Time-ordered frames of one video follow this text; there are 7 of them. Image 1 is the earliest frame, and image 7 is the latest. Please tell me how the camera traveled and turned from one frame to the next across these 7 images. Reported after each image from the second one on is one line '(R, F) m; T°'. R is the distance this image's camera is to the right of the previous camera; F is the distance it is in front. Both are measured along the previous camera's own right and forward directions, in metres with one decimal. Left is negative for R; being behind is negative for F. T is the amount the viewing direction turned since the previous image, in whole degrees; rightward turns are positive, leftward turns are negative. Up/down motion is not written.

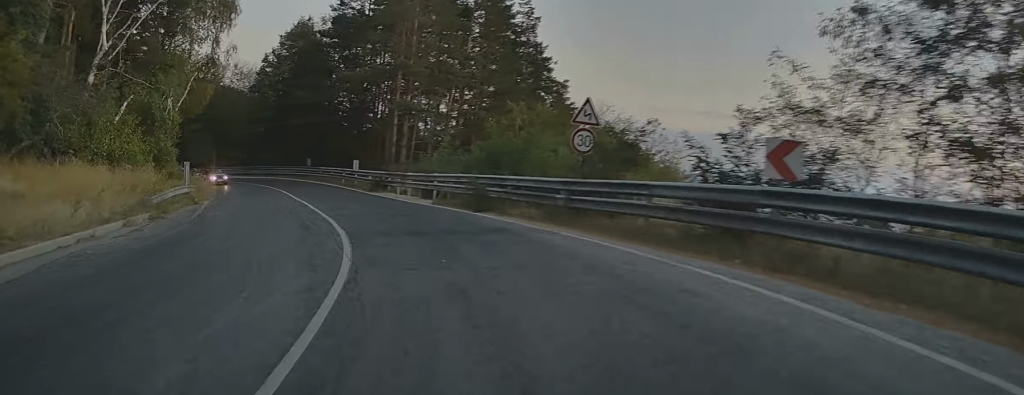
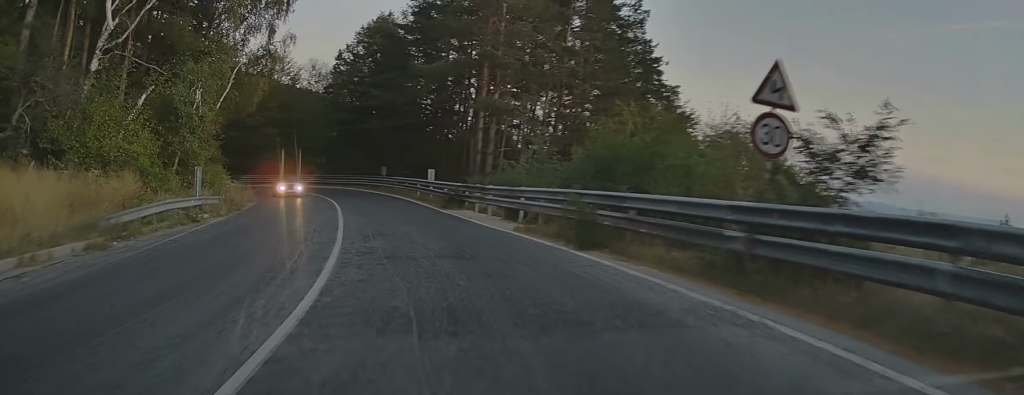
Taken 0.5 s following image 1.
(-0.6, +7.7) m; -9°
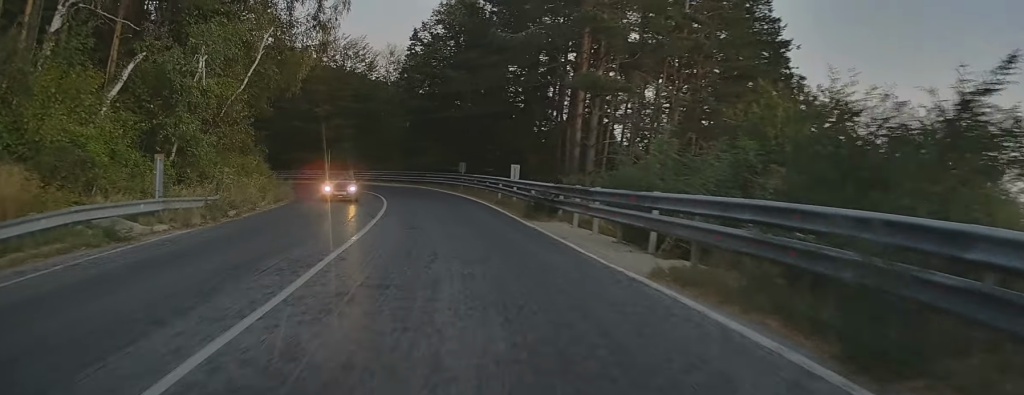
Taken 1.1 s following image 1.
(-0.9, +8.6) m; -6°
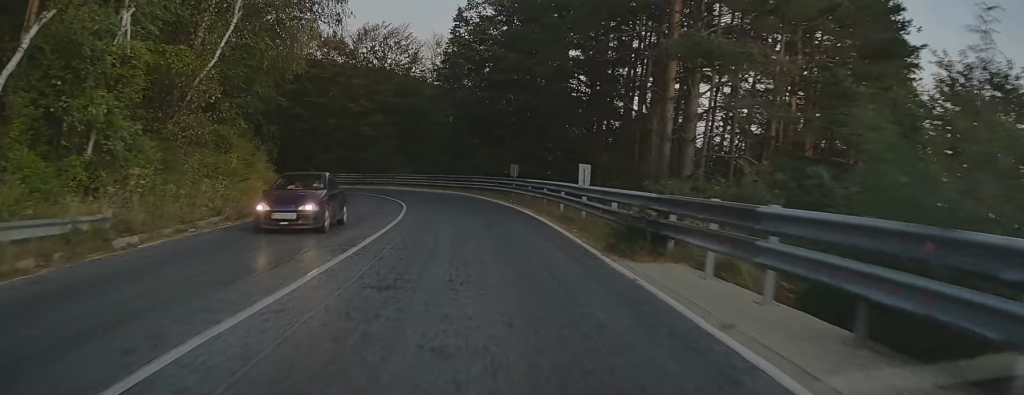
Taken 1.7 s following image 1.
(-0.4, +8.6) m; -5°
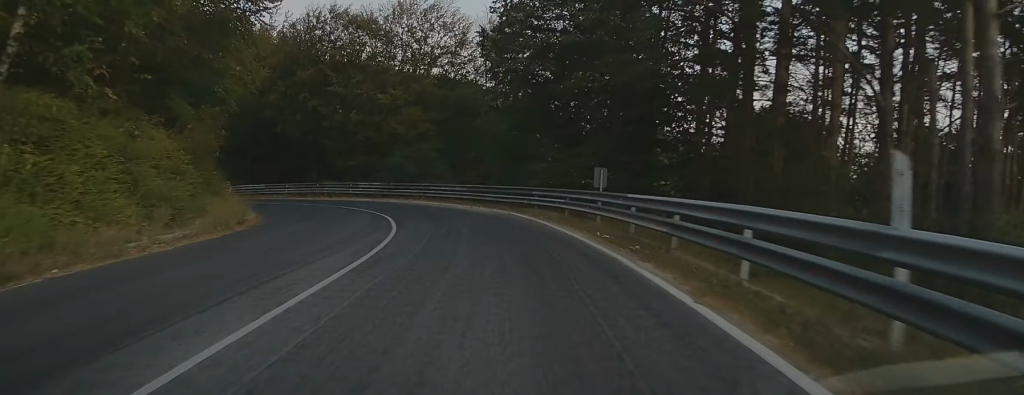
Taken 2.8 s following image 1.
(-0.6, +14.6) m; -4°
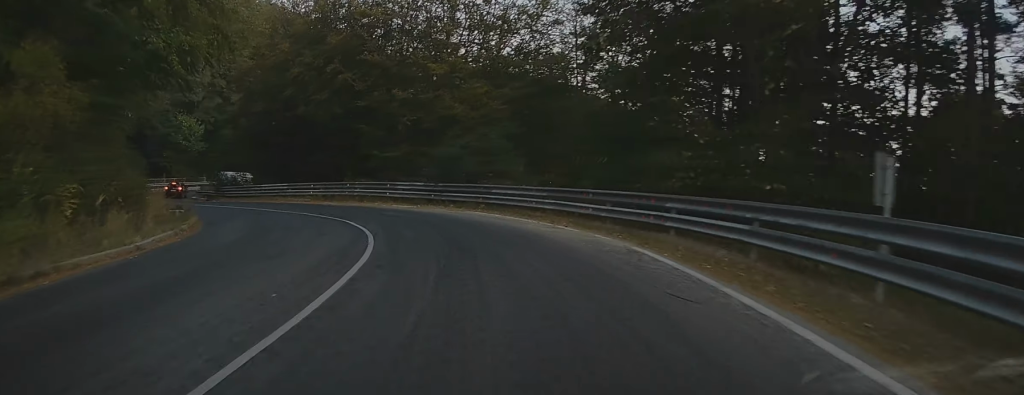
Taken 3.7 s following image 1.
(-0.3, +13.6) m; -6°
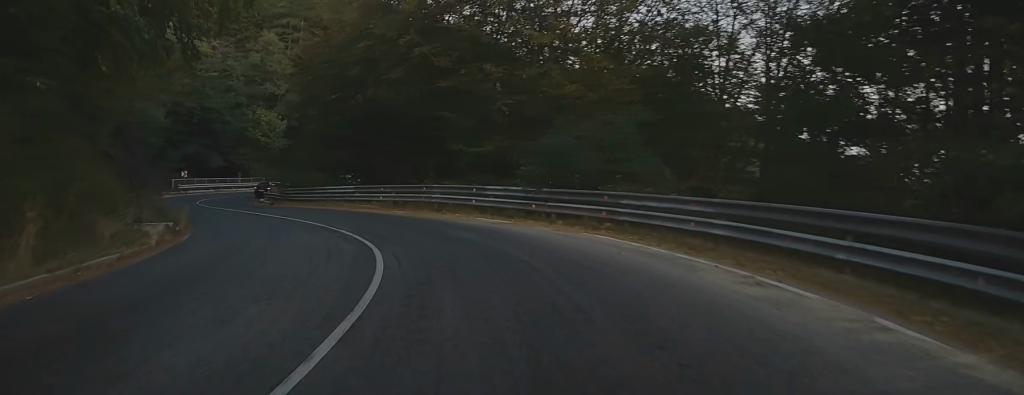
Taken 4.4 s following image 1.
(-0.4, +9.4) m; -10°
